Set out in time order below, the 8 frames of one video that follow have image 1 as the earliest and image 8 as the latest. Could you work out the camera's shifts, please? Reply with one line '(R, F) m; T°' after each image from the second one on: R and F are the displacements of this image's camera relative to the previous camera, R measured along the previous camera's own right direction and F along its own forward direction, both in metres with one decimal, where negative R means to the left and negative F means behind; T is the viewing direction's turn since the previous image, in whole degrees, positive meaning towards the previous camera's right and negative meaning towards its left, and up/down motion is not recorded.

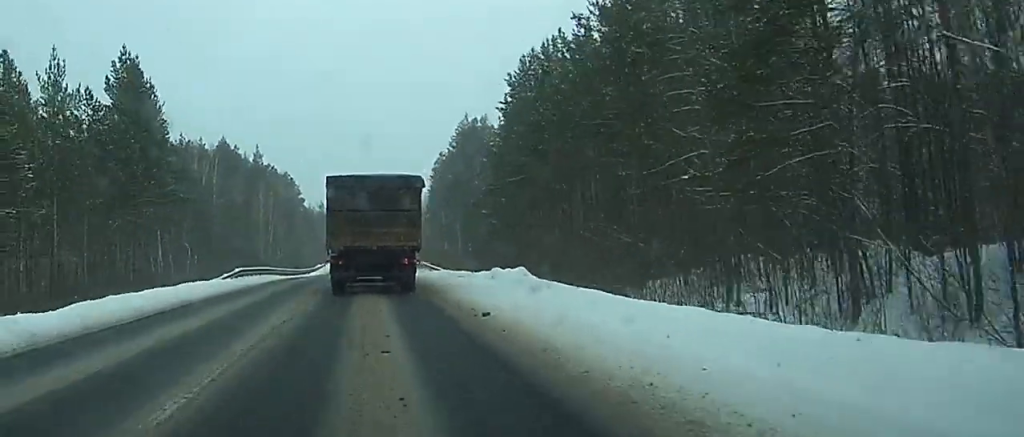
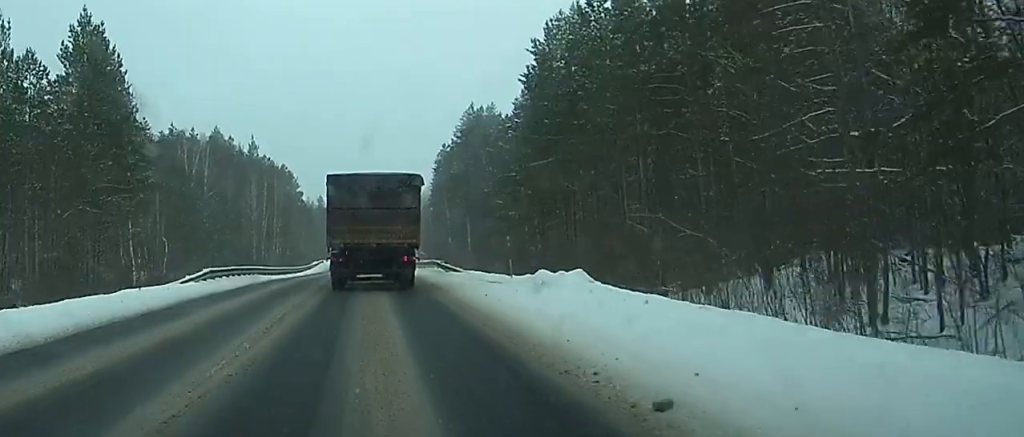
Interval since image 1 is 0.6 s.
(0.0, +9.2) m; 0°
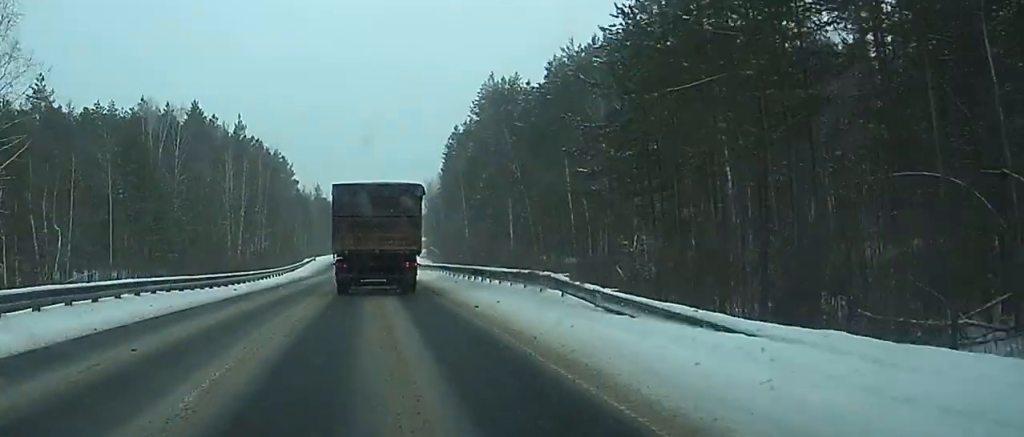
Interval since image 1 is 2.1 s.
(0.0, +24.6) m; -1°
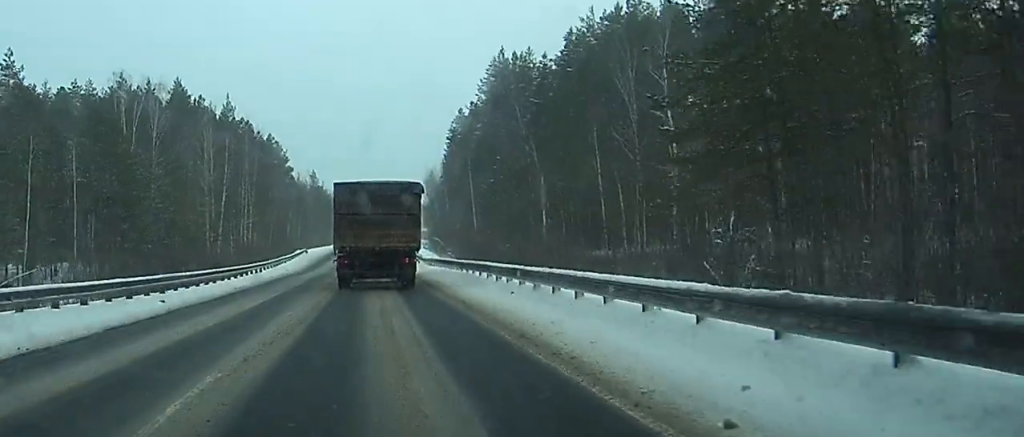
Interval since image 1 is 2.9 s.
(-0.1, +12.1) m; 0°
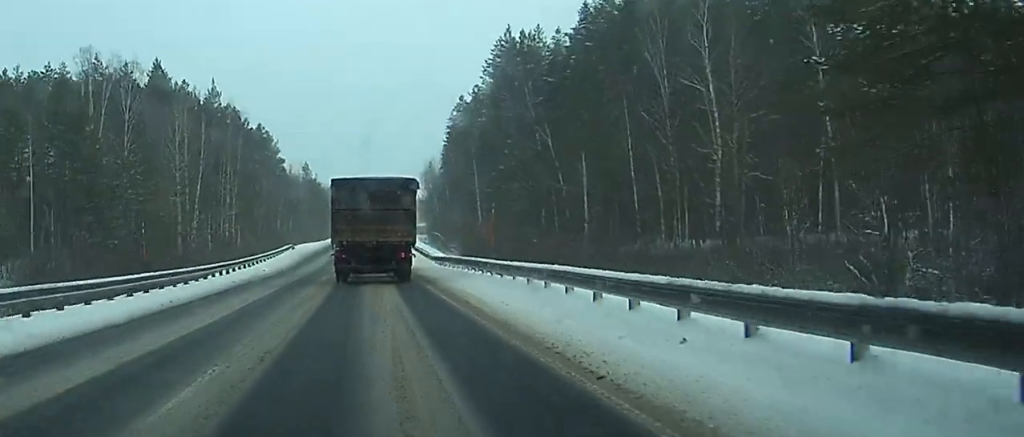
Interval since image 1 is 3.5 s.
(-0.4, +10.3) m; +1°
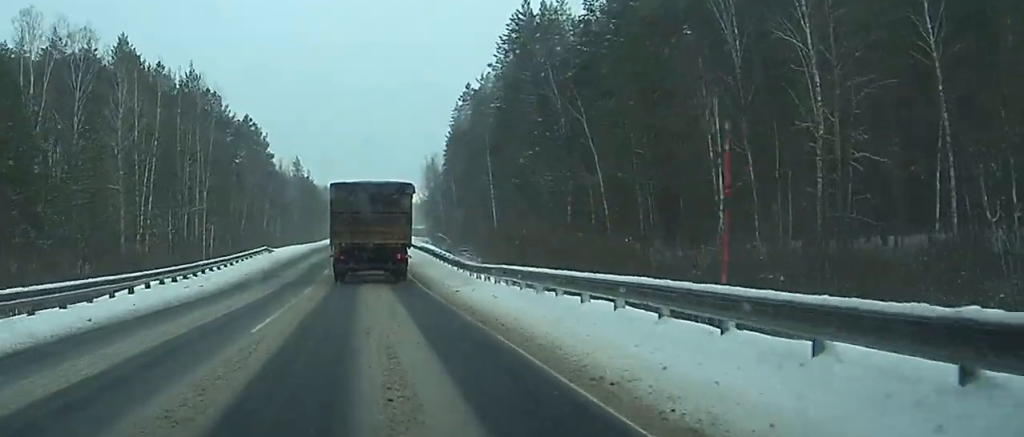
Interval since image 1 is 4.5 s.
(+0.8, +14.3) m; +2°
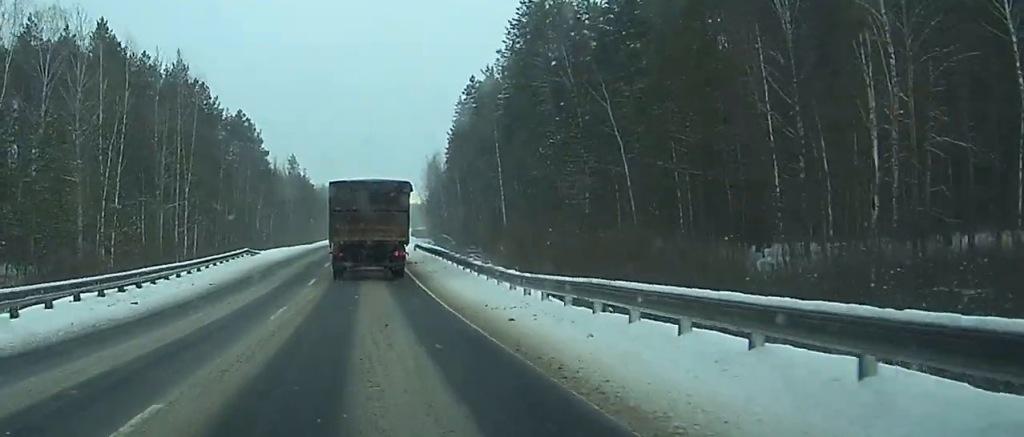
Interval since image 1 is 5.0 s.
(-0.1, +9.3) m; 0°
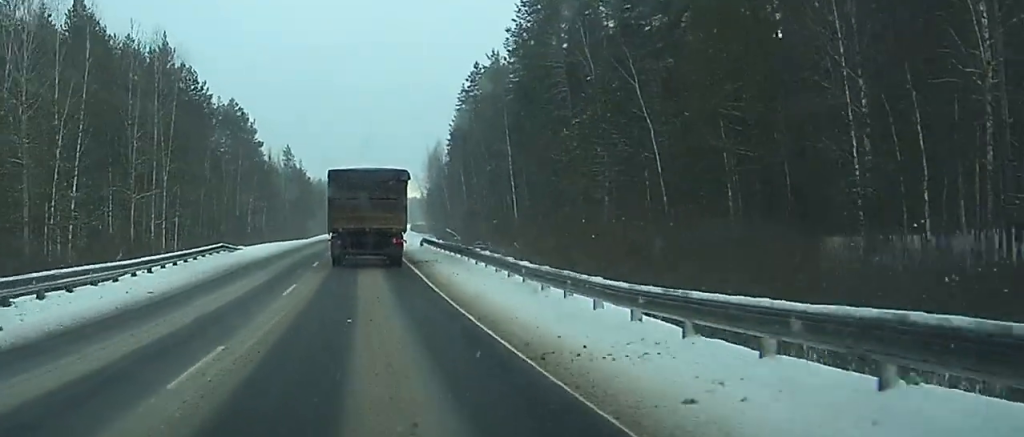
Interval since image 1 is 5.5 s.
(-0.1, +9.1) m; -1°
